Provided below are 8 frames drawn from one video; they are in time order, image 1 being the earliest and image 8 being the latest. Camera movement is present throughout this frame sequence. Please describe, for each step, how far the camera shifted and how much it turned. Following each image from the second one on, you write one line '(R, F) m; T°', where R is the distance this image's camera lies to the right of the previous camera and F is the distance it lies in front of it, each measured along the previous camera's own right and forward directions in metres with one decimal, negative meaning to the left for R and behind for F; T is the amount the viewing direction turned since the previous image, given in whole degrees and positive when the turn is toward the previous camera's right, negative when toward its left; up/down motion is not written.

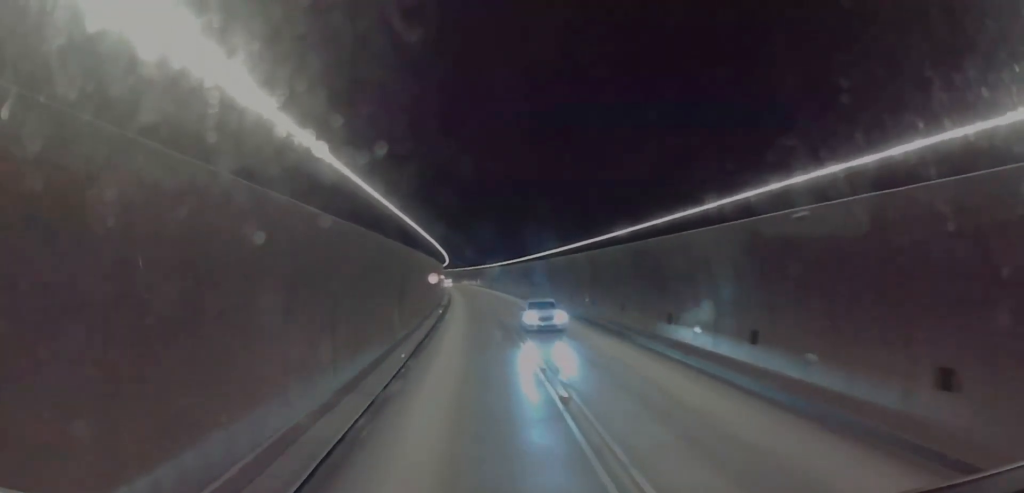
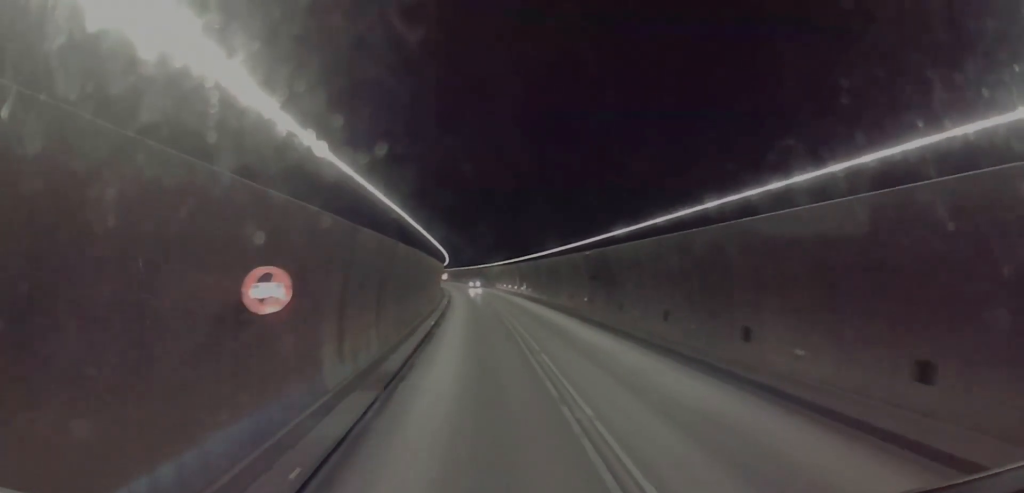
(-0.8, +36.0) m; -2°
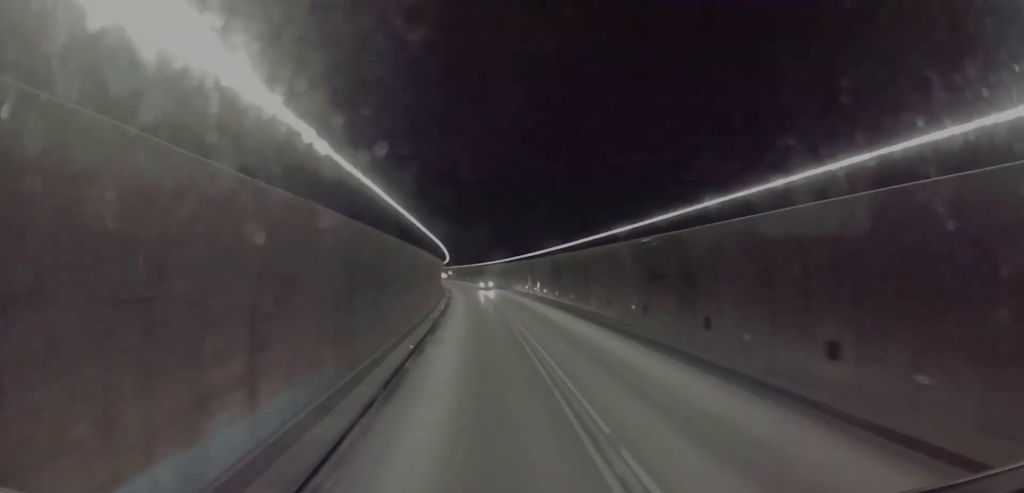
(-0.1, +11.3) m; 0°
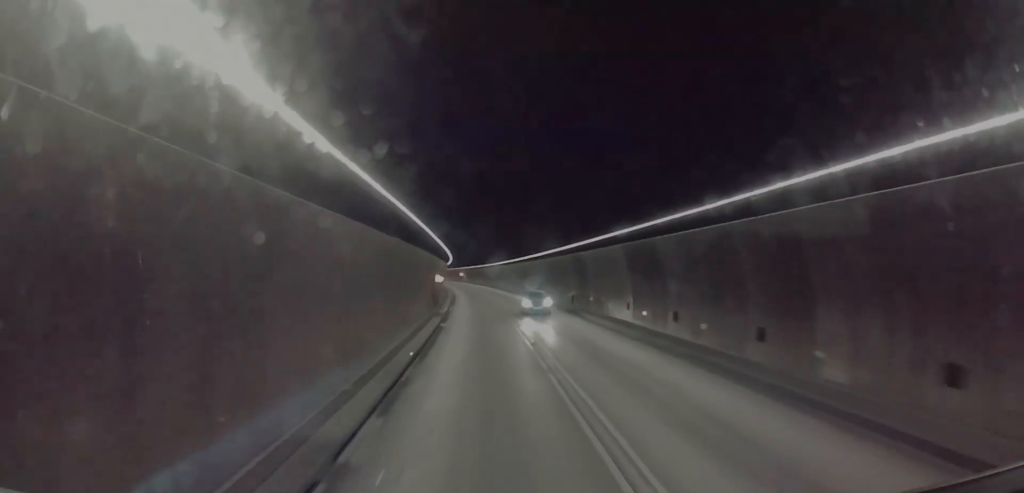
(0.0, +25.7) m; -2°
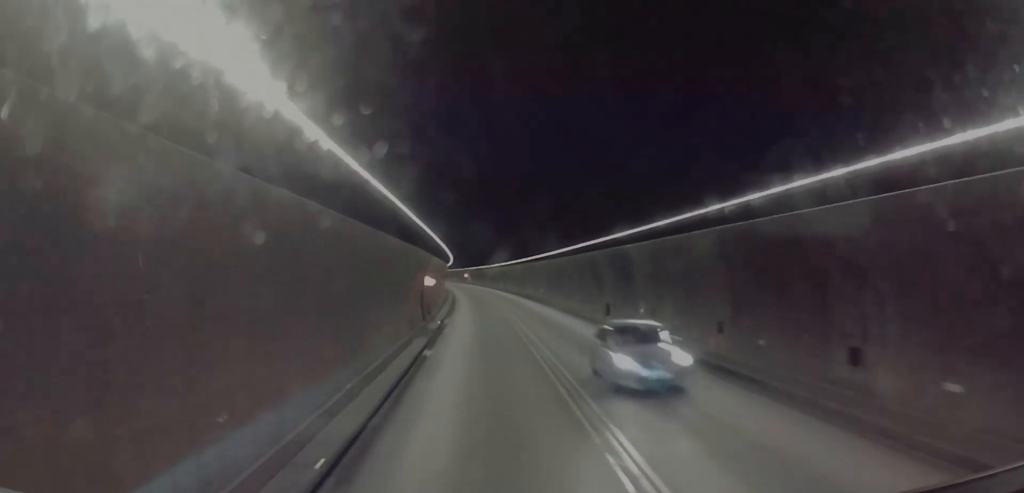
(-0.4, +11.5) m; -1°
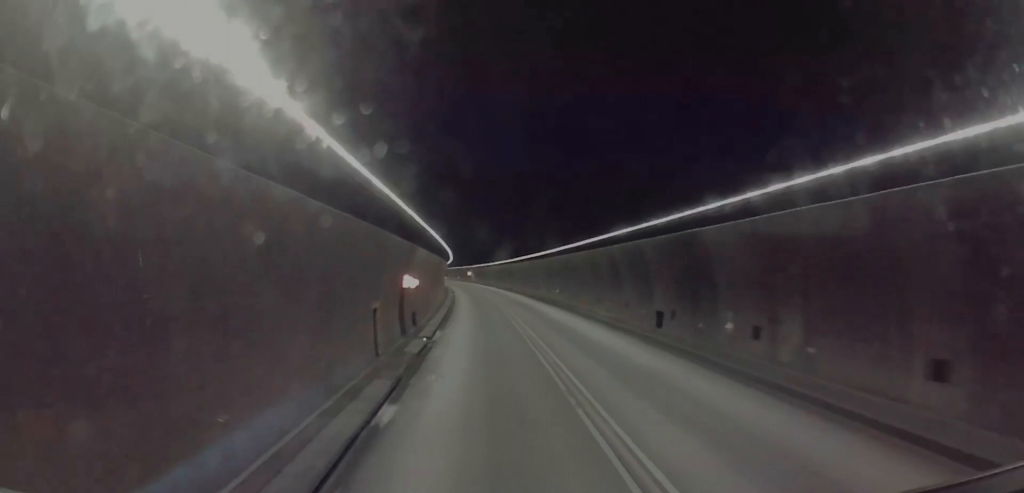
(-0.2, +9.8) m; 0°
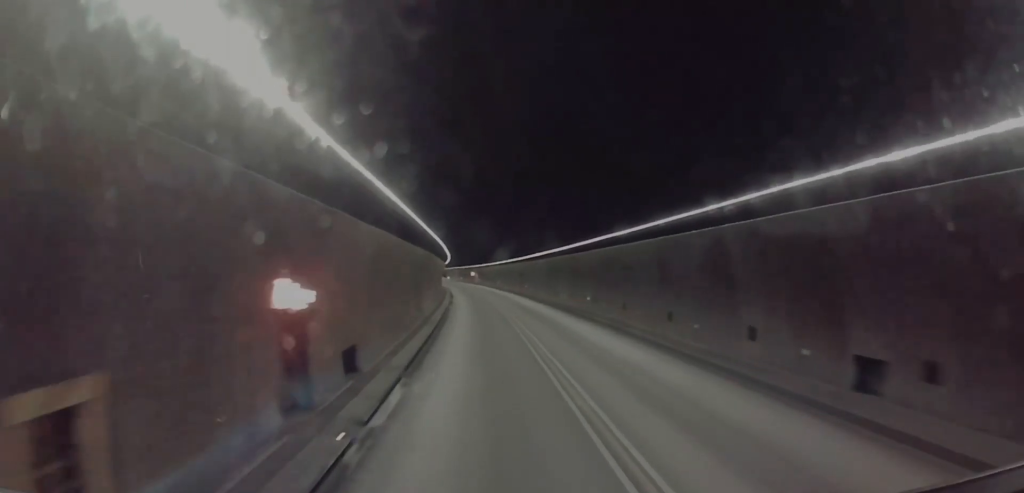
(+0.3, +14.0) m; +1°
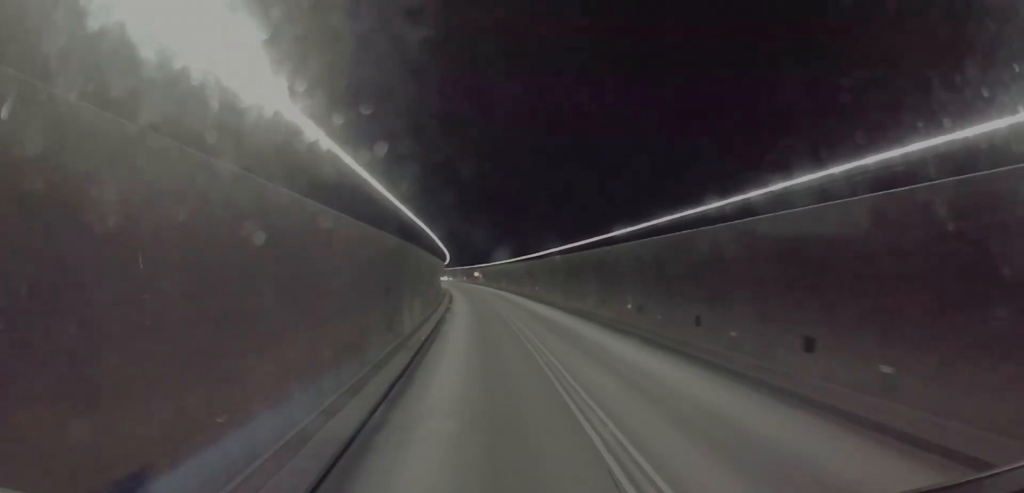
(0.0, +10.3) m; 0°
